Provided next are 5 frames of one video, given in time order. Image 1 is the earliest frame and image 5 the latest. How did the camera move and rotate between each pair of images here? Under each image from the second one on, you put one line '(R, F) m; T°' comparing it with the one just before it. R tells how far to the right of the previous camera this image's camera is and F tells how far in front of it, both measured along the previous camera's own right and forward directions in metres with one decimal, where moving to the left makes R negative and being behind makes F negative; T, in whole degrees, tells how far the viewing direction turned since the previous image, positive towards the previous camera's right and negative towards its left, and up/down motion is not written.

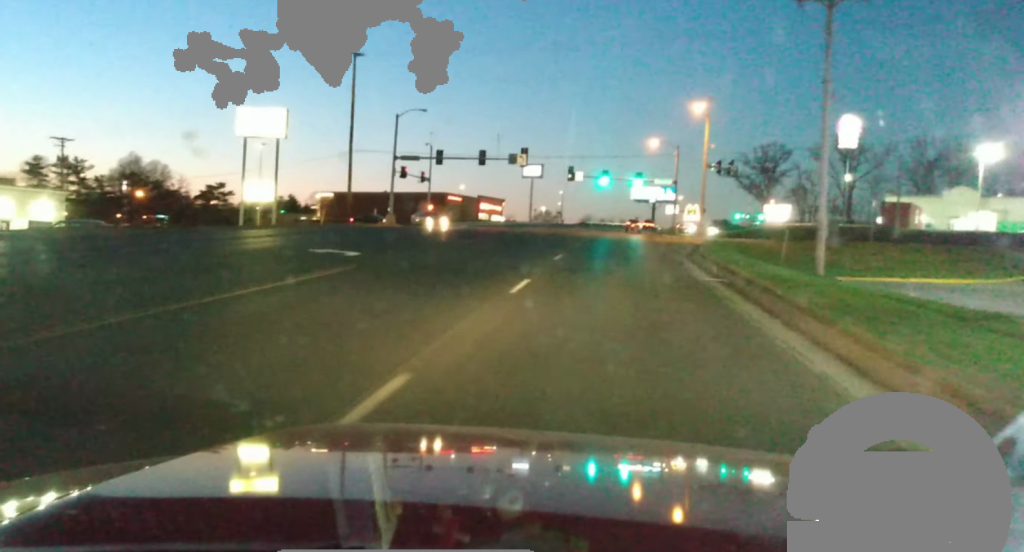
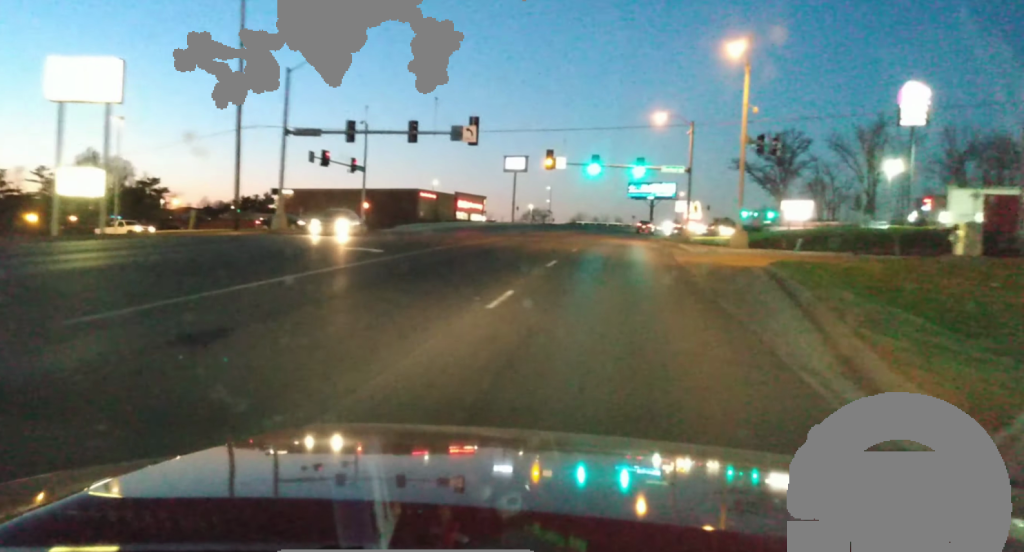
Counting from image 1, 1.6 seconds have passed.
(+0.2, +26.3) m; +1°
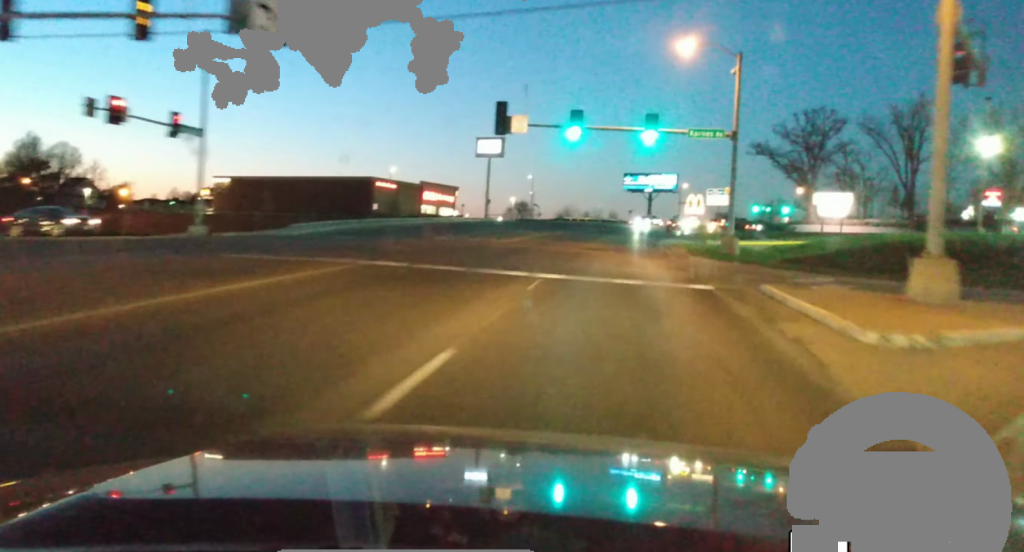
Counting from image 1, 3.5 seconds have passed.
(+0.1, +31.9) m; 0°
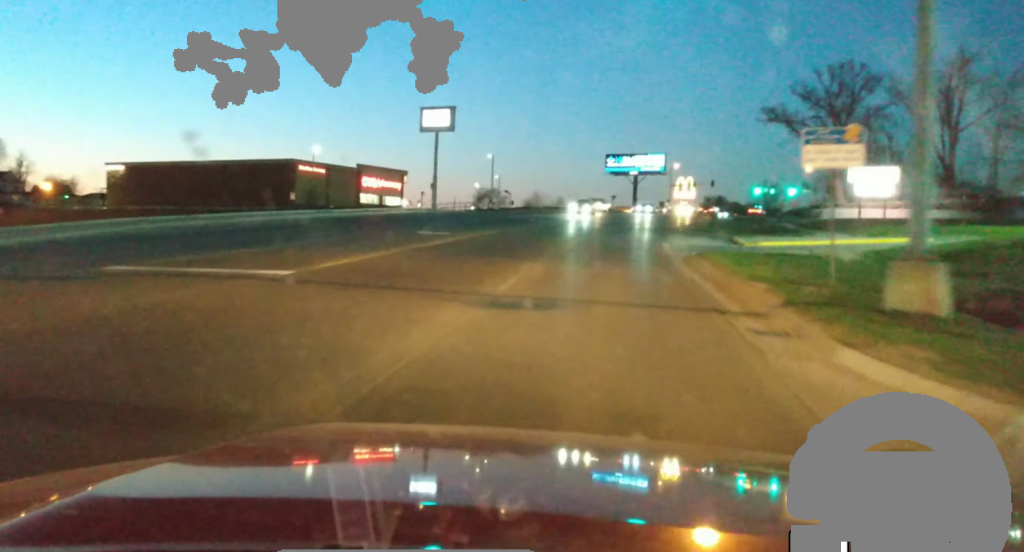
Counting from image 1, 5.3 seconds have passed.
(+0.5, +31.2) m; 0°
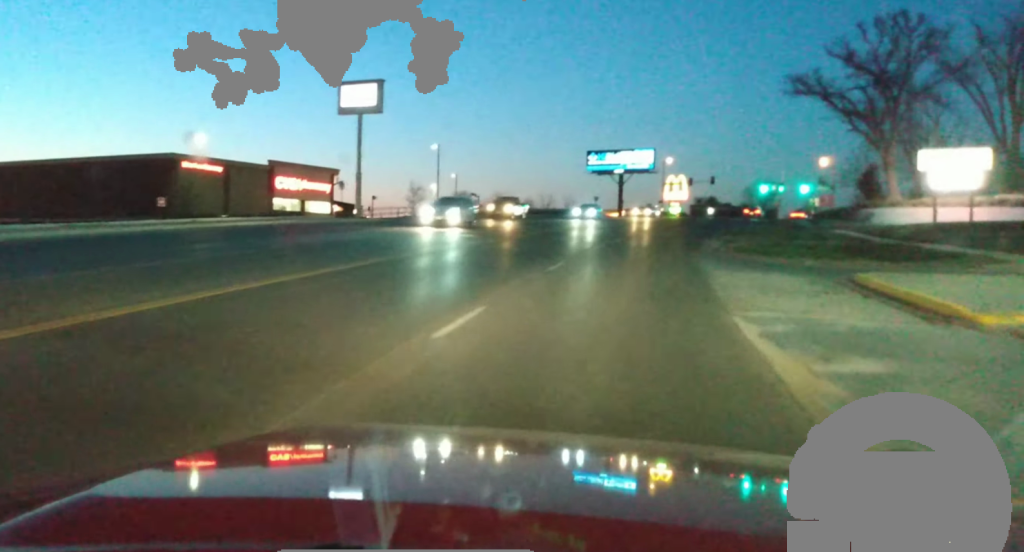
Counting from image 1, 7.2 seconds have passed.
(-0.5, +30.2) m; +1°
